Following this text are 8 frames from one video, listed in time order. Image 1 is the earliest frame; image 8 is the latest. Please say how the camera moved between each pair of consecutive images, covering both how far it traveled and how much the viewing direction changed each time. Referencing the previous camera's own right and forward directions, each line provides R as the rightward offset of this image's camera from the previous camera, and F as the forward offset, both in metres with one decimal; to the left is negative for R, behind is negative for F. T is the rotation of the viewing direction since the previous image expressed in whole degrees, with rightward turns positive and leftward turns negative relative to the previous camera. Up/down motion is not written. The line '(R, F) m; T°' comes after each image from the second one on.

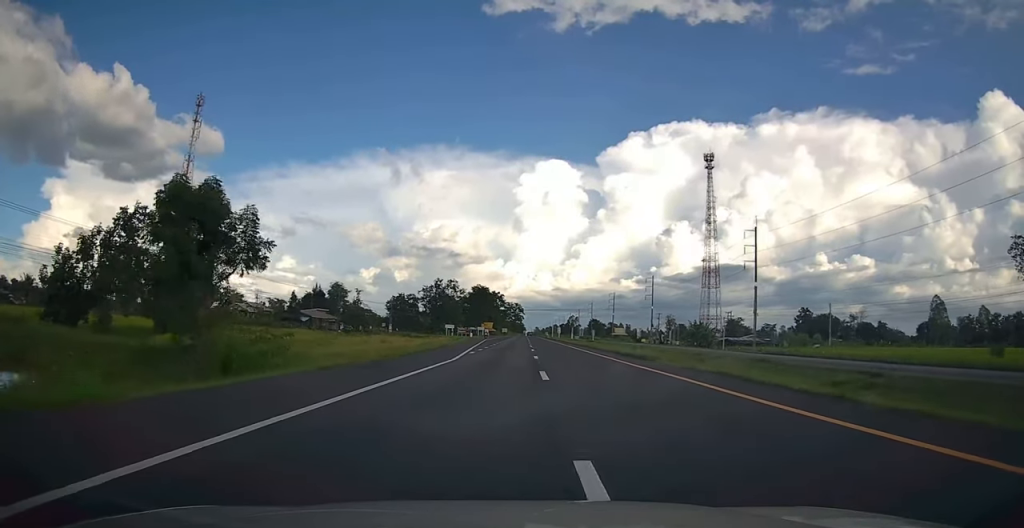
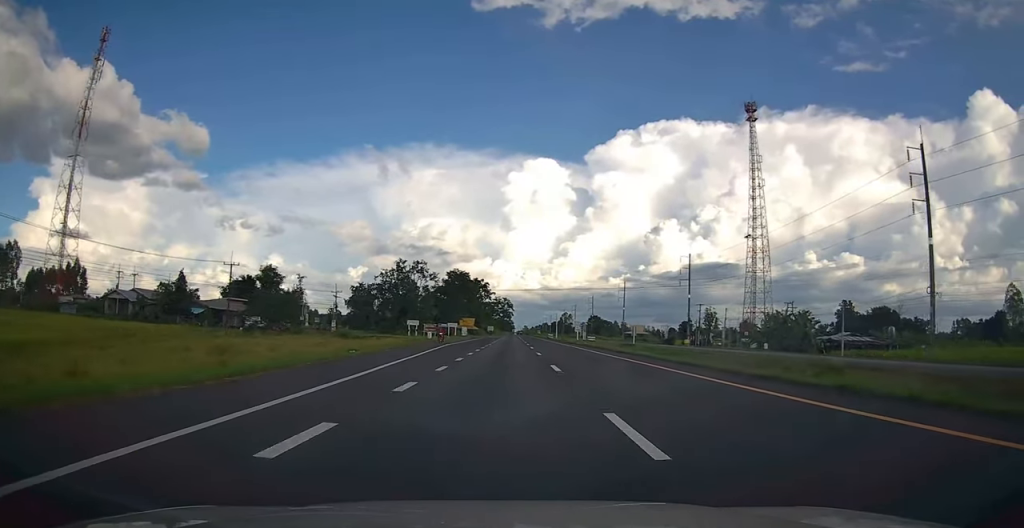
(+0.2, +45.1) m; 0°
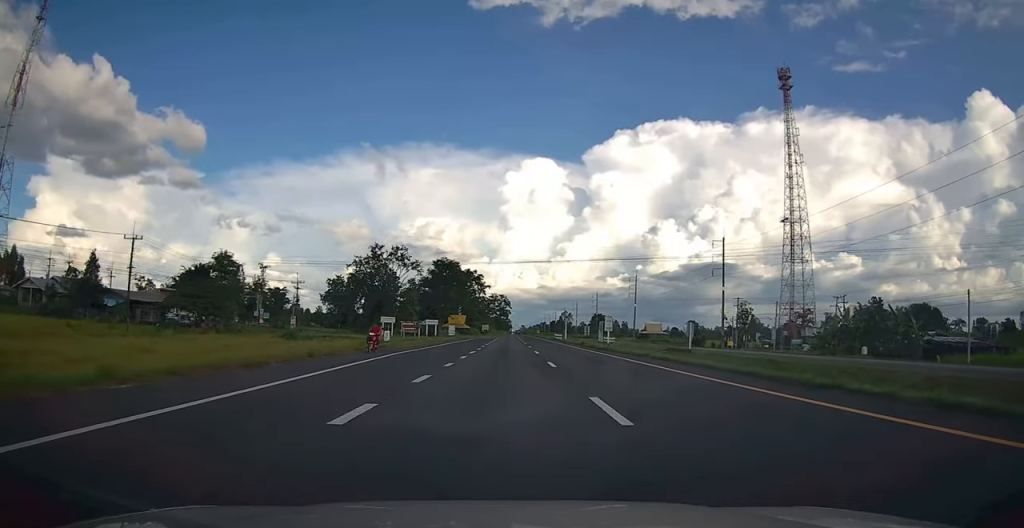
(0.0, +22.0) m; 0°
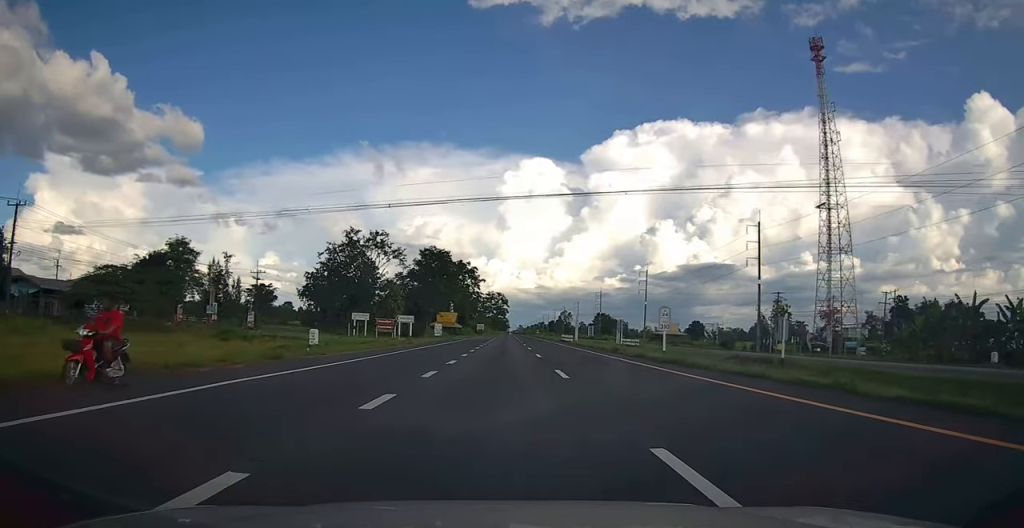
(+0.1, +16.4) m; 0°
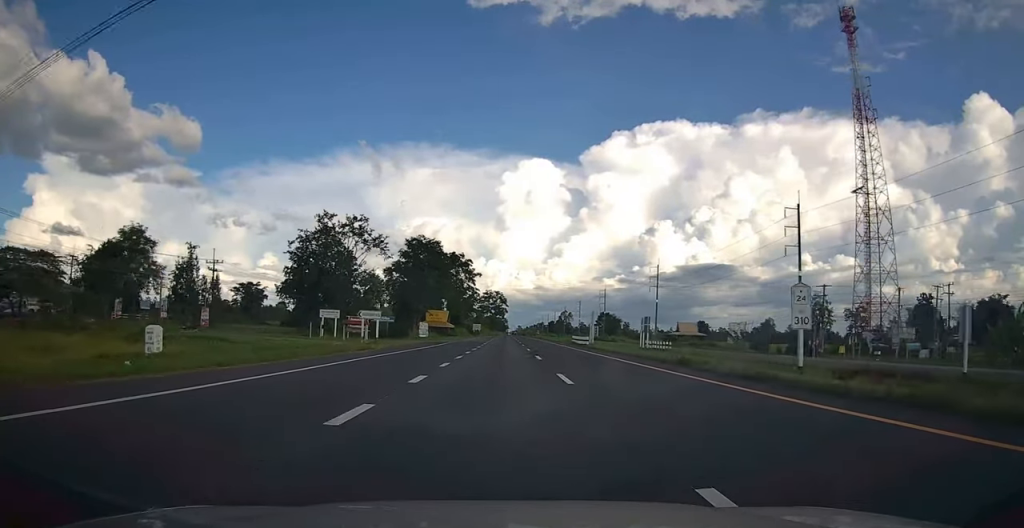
(0.0, +13.5) m; 0°
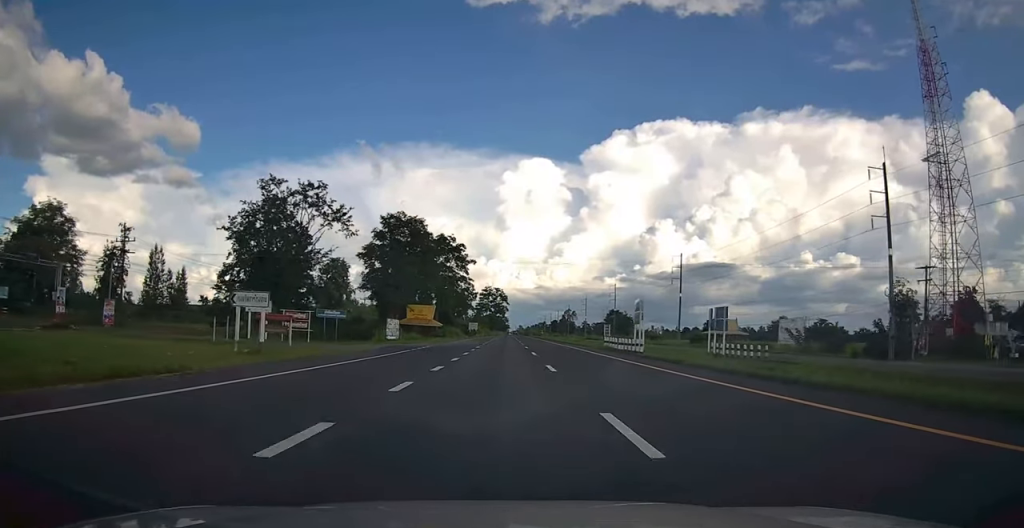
(+0.1, +19.8) m; 0°
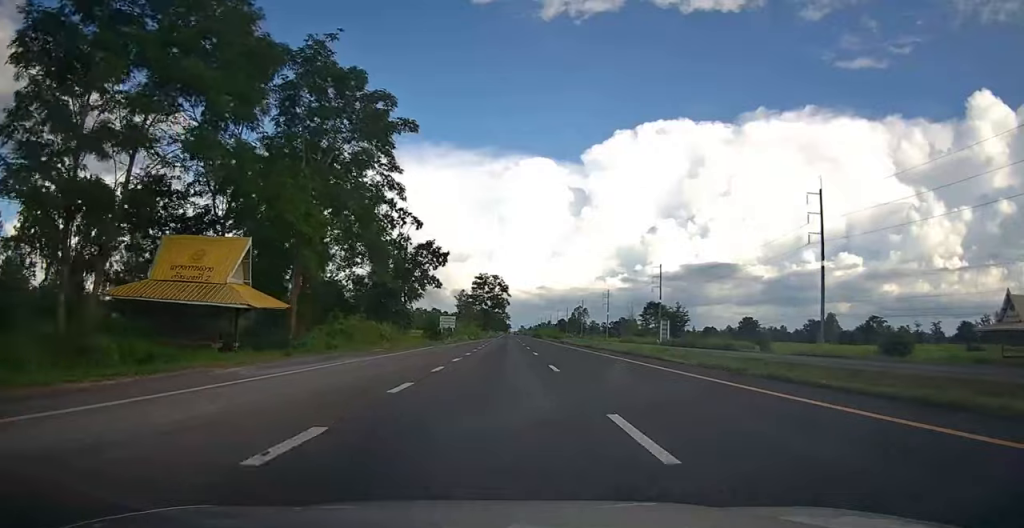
(-0.3, +60.6) m; -1°
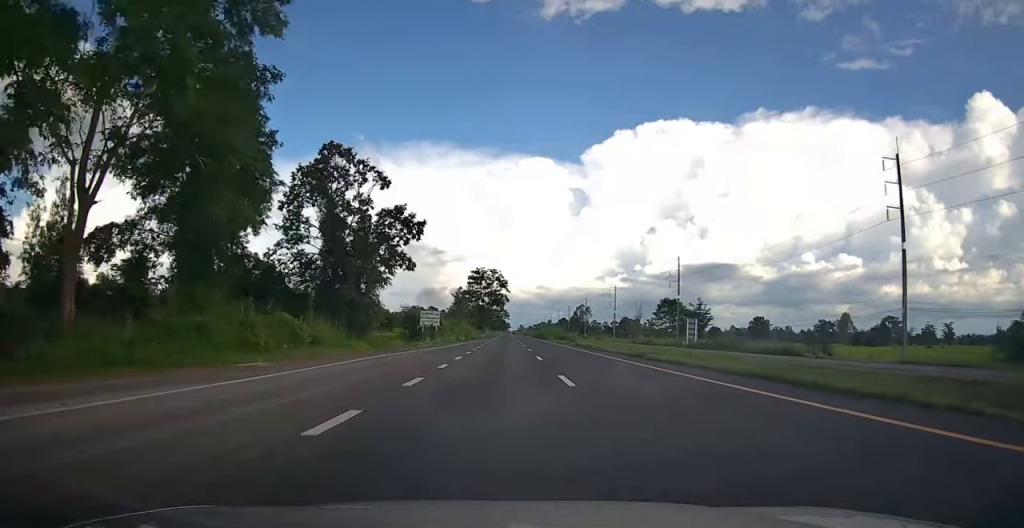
(0.0, +16.4) m; 0°
